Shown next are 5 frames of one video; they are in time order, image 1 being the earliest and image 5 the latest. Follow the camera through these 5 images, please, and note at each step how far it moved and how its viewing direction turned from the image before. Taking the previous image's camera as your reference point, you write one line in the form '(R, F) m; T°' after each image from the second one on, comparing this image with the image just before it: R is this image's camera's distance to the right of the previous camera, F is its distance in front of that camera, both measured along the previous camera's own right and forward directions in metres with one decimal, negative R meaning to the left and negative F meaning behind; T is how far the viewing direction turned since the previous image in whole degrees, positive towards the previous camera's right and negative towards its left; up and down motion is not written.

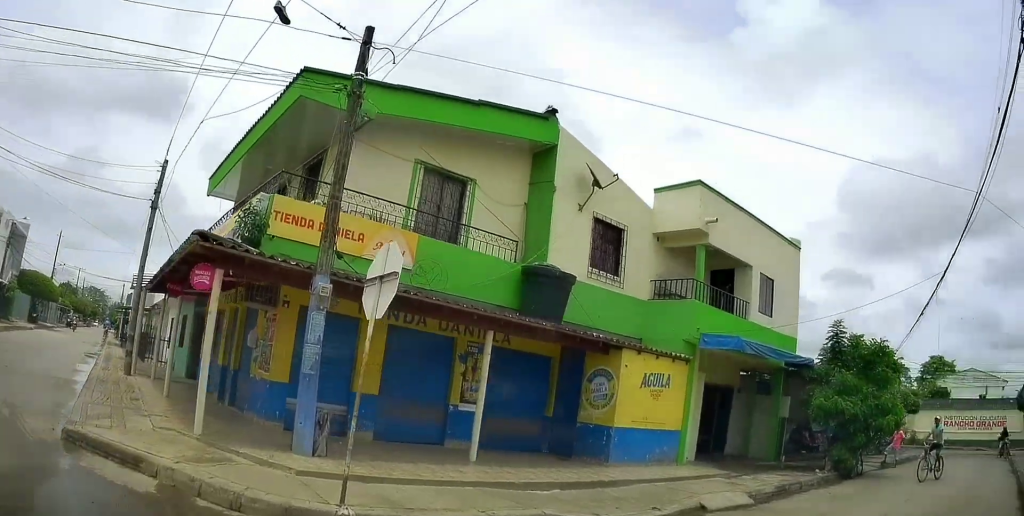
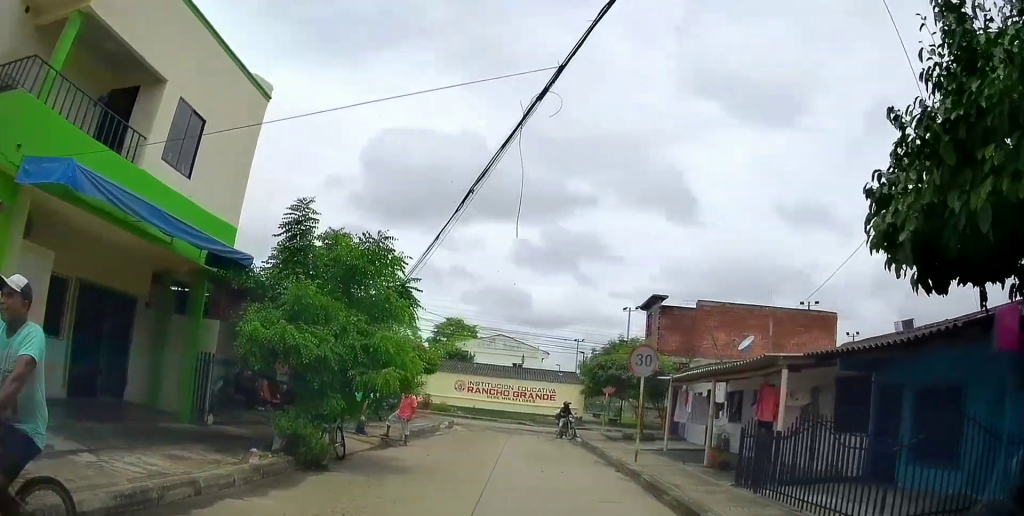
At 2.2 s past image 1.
(+2.9, +6.2) m; +48°
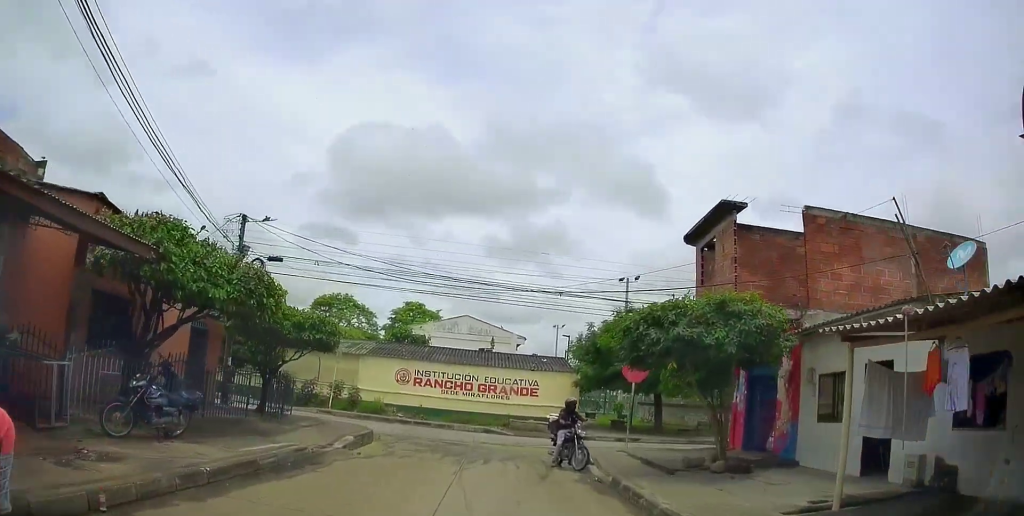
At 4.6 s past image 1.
(+1.9, +9.4) m; +21°
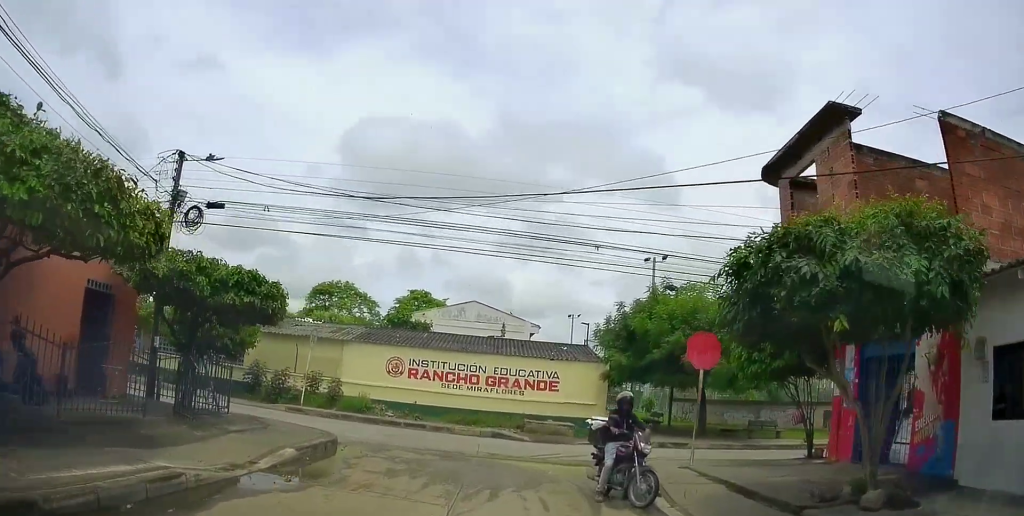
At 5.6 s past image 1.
(+0.6, +5.4) m; +7°
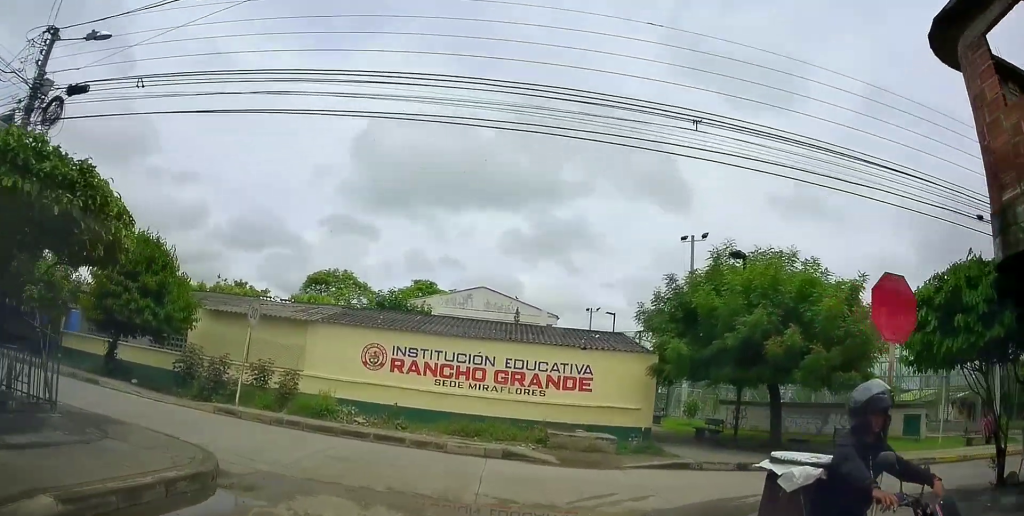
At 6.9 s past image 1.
(-0.1, +7.4) m; -6°
